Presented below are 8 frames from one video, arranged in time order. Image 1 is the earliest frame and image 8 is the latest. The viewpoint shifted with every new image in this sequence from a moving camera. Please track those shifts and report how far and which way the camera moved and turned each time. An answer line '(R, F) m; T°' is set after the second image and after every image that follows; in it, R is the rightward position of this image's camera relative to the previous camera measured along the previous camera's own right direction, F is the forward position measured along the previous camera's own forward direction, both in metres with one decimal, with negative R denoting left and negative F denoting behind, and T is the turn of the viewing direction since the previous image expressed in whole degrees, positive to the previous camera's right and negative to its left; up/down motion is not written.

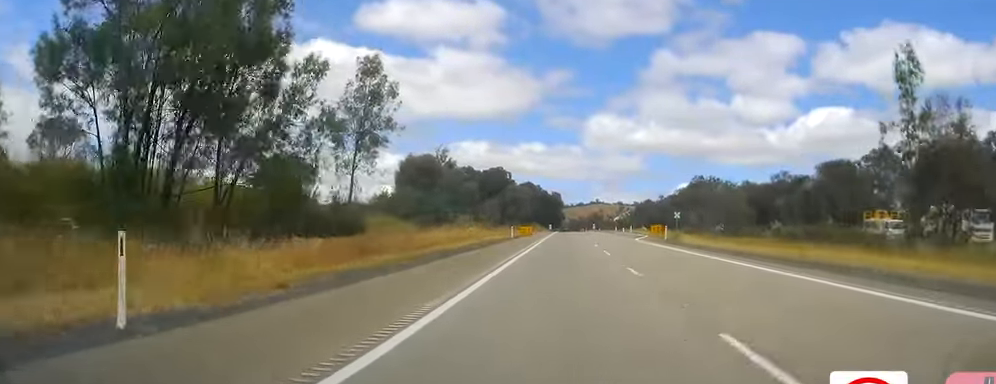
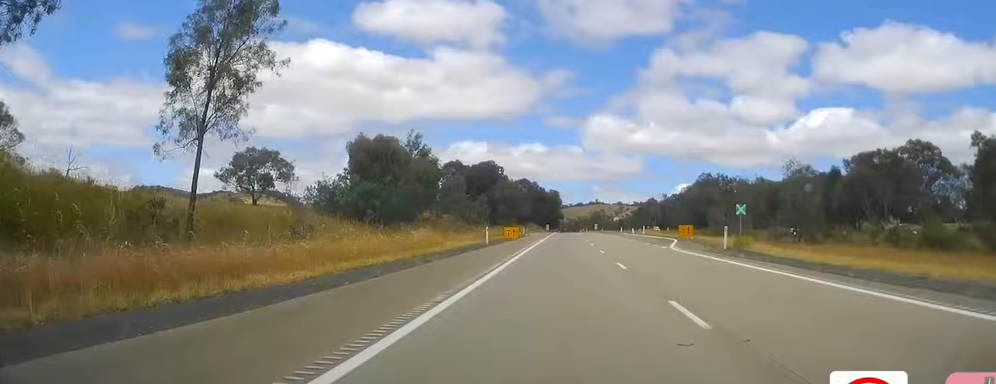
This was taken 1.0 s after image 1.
(-0.3, +21.0) m; -2°
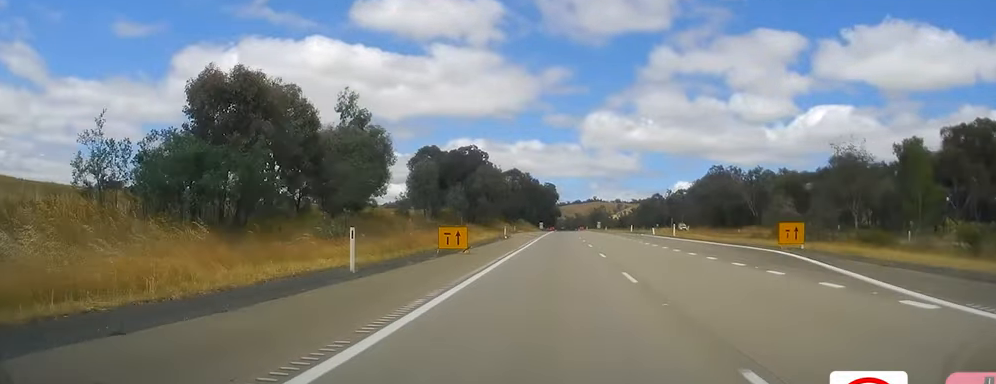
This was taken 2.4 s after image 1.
(-0.2, +29.8) m; 0°
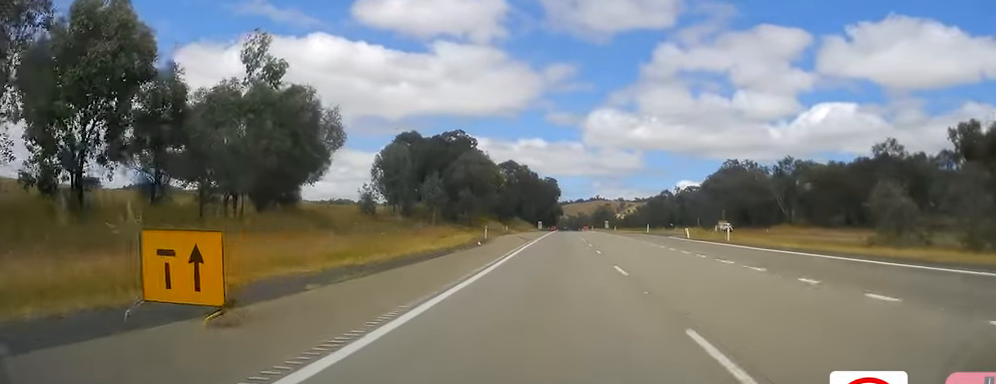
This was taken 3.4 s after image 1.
(+0.3, +22.2) m; 0°
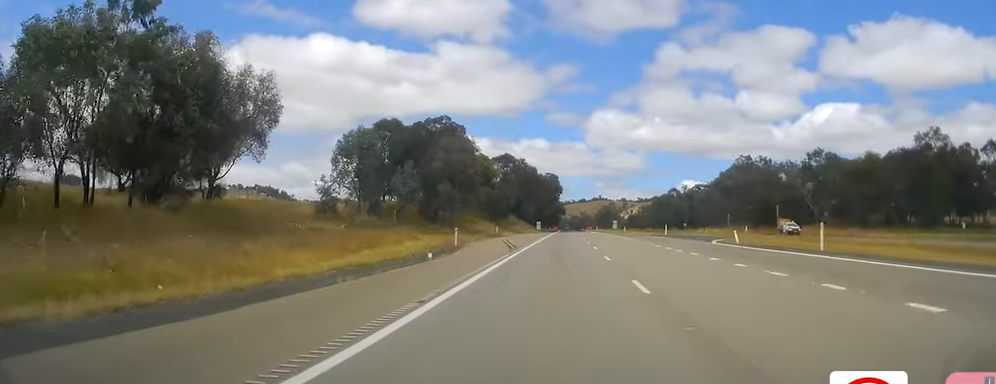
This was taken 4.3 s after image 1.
(-0.1, +17.0) m; -1°
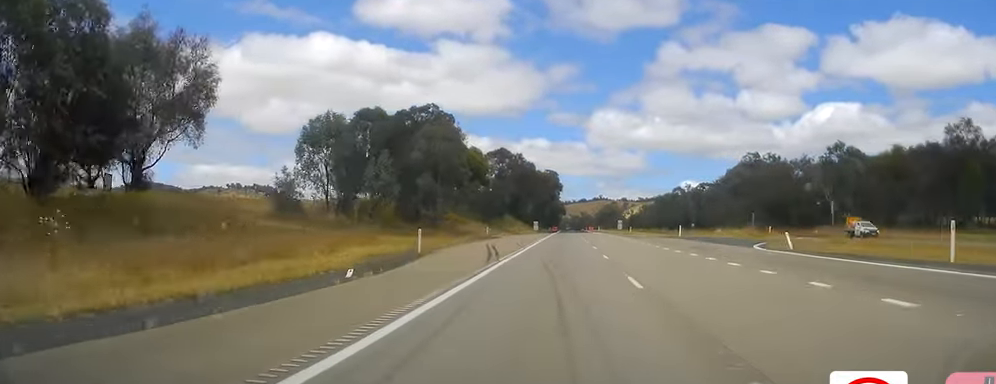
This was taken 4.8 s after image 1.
(-0.4, +10.8) m; 0°
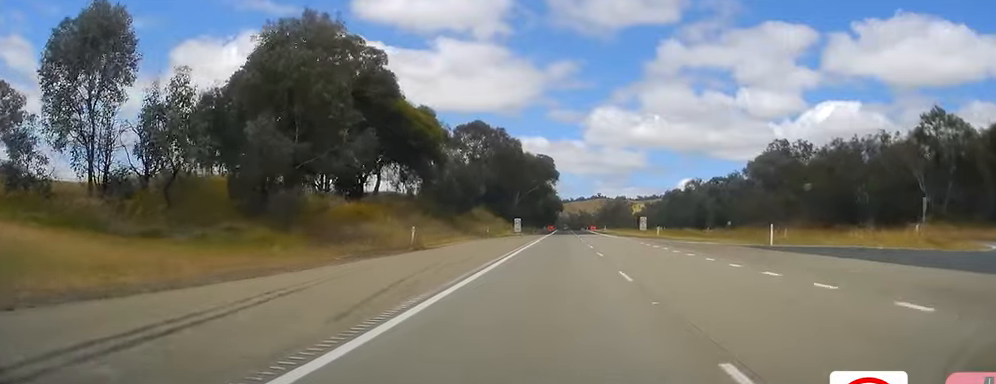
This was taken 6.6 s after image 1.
(+1.0, +35.7) m; +2°
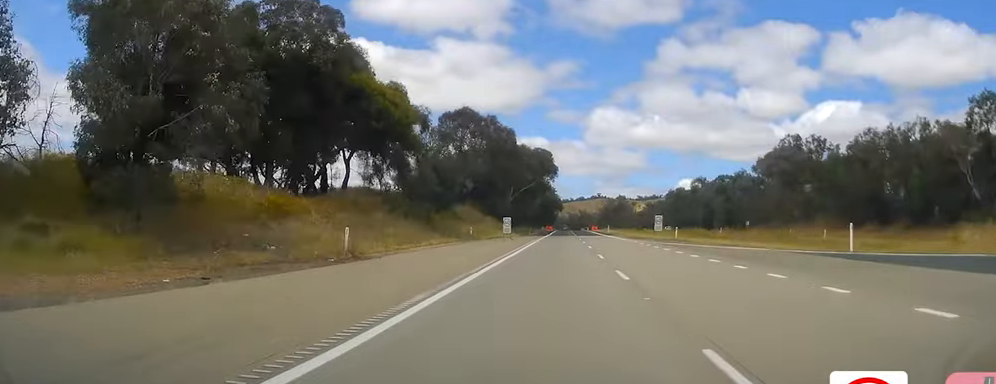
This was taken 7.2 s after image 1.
(0.0, +12.3) m; 0°
